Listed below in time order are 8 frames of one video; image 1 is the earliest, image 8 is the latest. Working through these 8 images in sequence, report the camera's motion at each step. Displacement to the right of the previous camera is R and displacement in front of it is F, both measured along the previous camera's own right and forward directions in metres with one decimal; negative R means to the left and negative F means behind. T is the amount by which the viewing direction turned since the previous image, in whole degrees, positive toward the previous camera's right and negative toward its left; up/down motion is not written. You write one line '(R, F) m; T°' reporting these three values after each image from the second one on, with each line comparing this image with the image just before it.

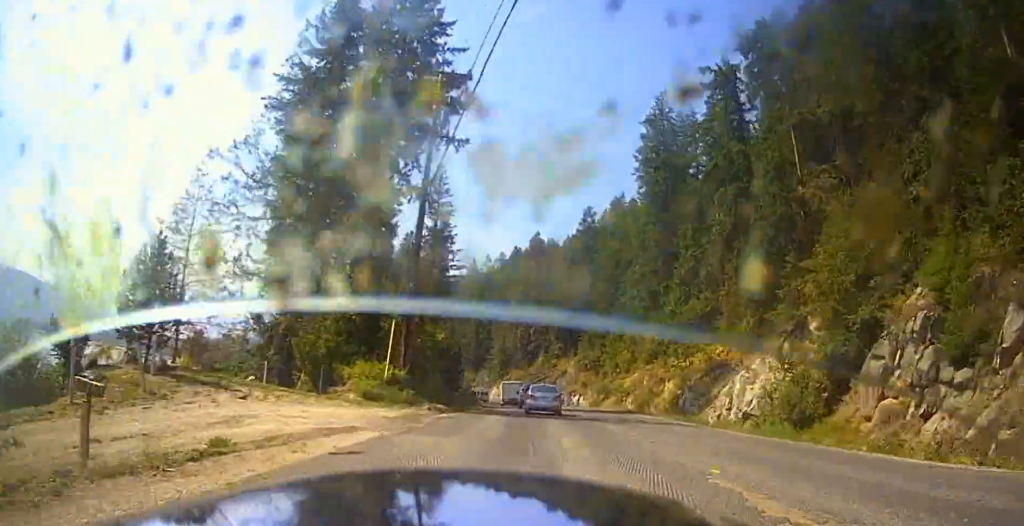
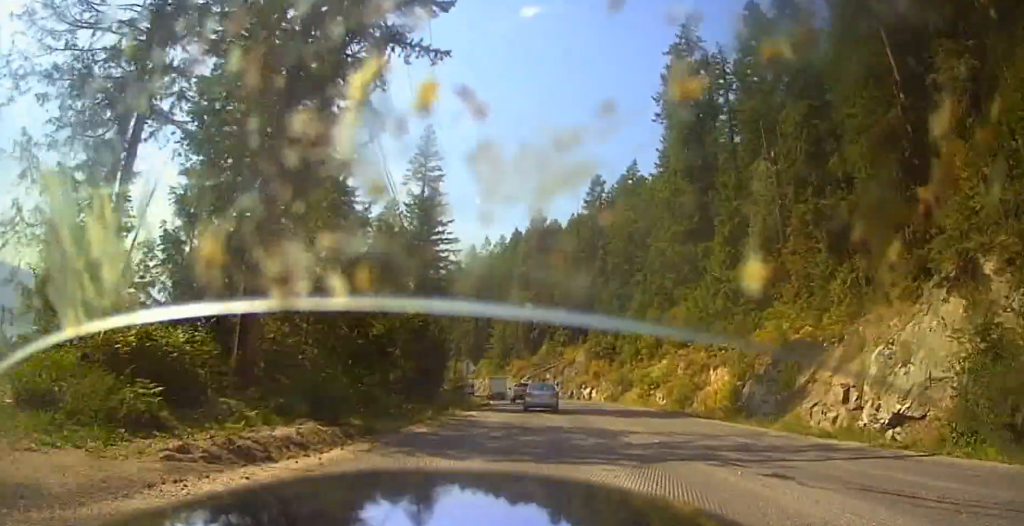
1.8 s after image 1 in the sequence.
(+0.1, +14.9) m; 0°
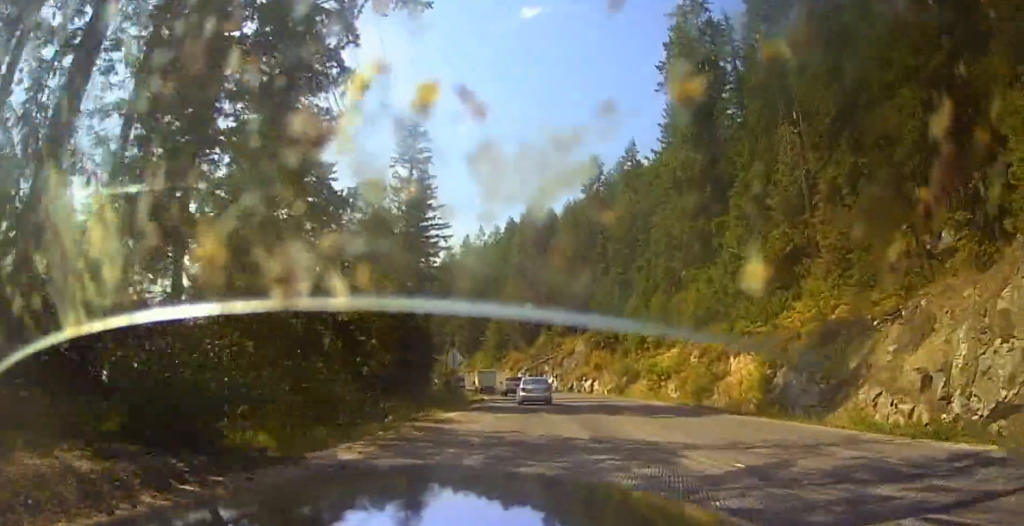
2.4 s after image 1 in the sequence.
(0.0, +5.7) m; 0°
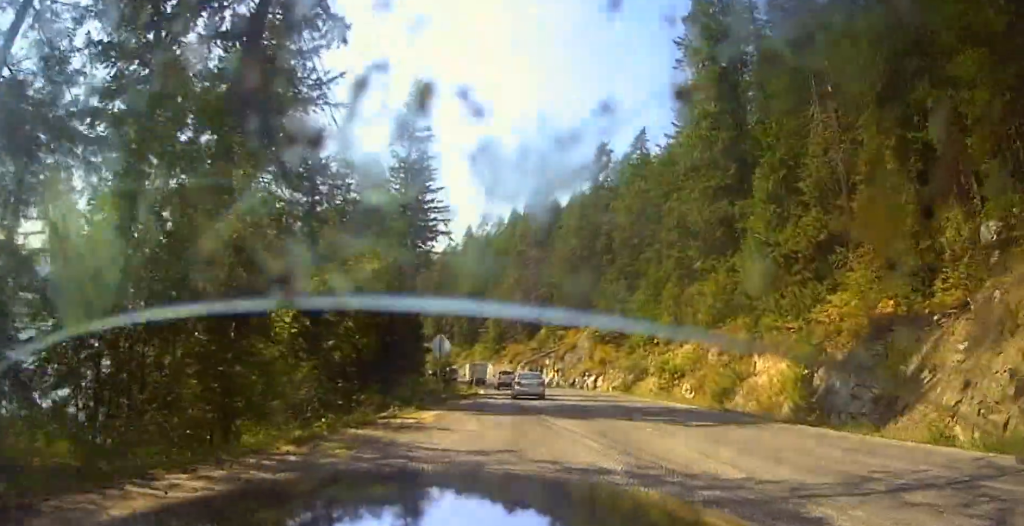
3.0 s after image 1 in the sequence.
(-0.2, +5.1) m; +2°
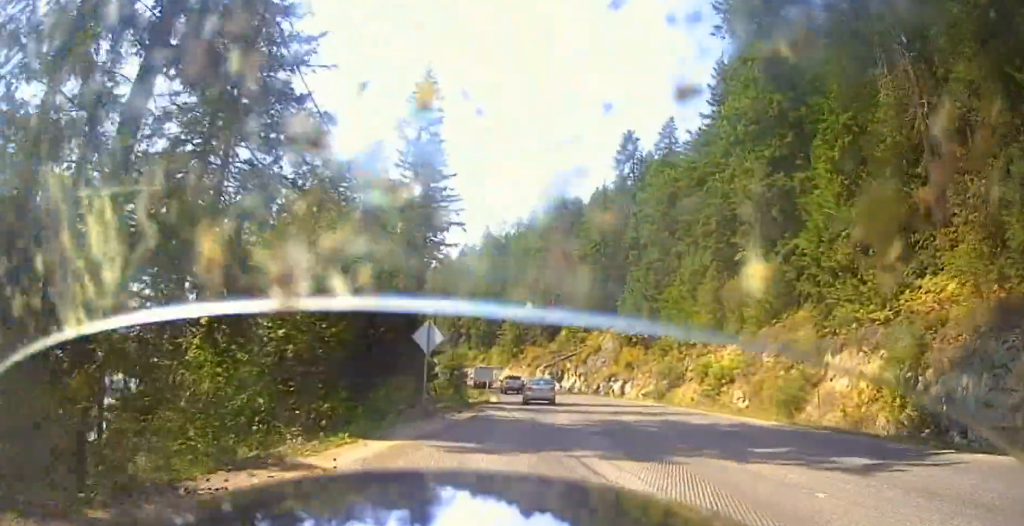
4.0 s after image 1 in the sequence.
(+0.5, +8.4) m; +4°
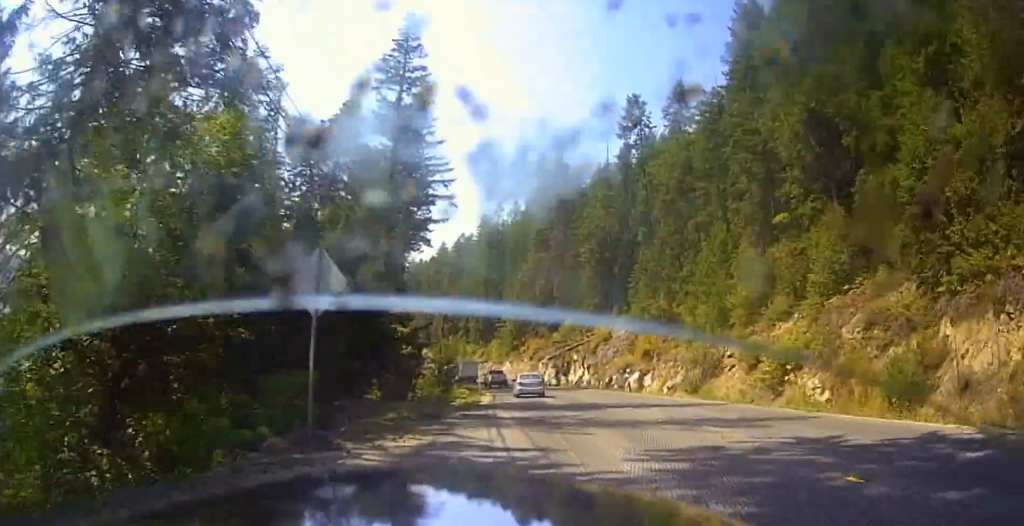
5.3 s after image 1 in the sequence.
(+0.2, +11.5) m; +1°
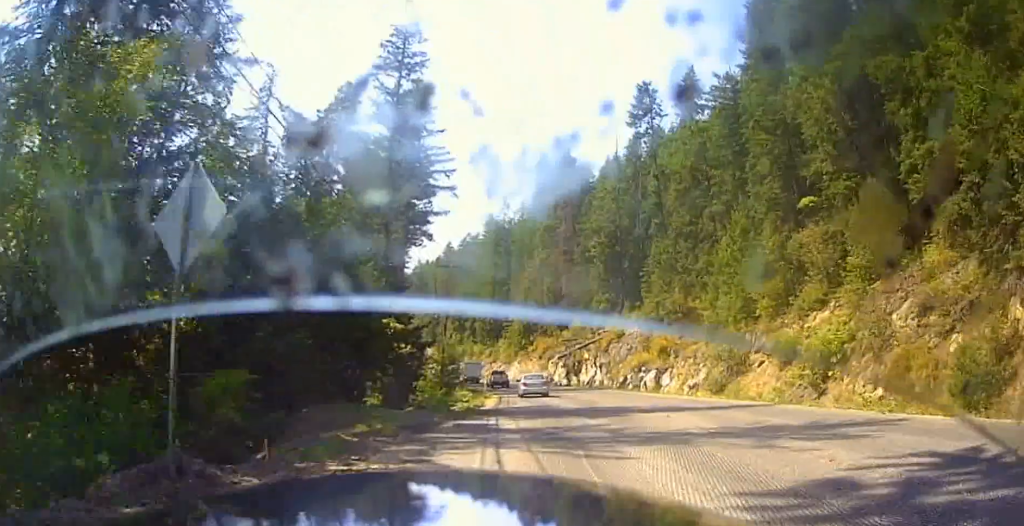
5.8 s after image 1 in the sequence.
(0.0, +4.4) m; +1°
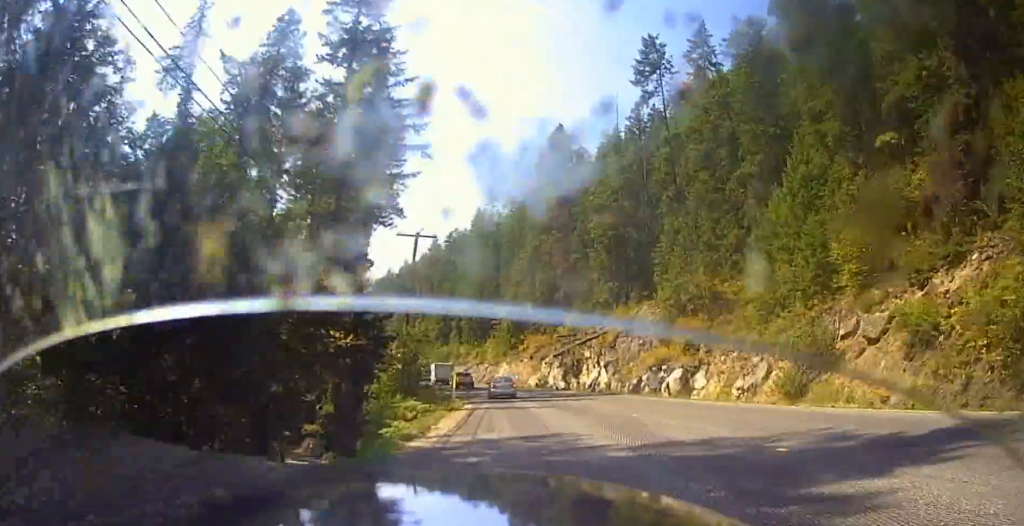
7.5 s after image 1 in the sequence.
(+0.1, +14.9) m; -3°
